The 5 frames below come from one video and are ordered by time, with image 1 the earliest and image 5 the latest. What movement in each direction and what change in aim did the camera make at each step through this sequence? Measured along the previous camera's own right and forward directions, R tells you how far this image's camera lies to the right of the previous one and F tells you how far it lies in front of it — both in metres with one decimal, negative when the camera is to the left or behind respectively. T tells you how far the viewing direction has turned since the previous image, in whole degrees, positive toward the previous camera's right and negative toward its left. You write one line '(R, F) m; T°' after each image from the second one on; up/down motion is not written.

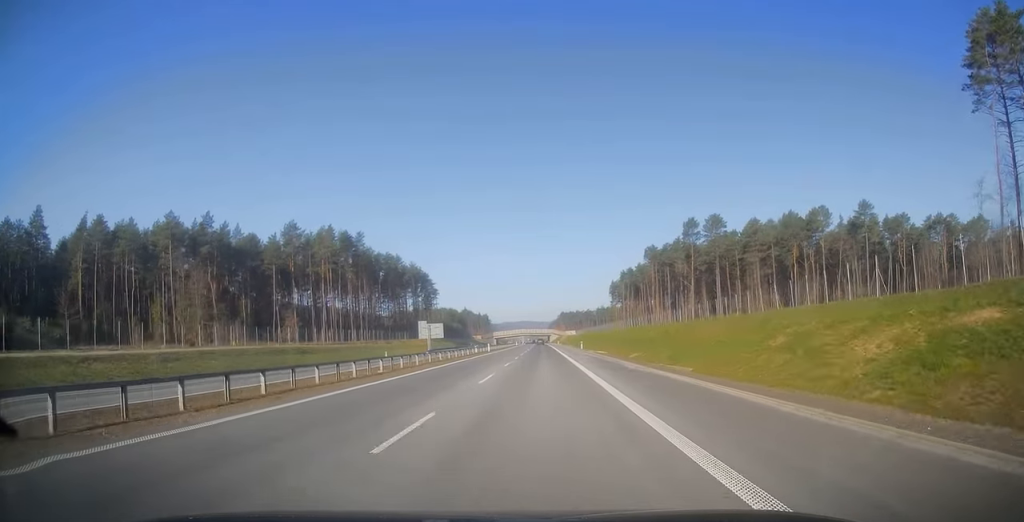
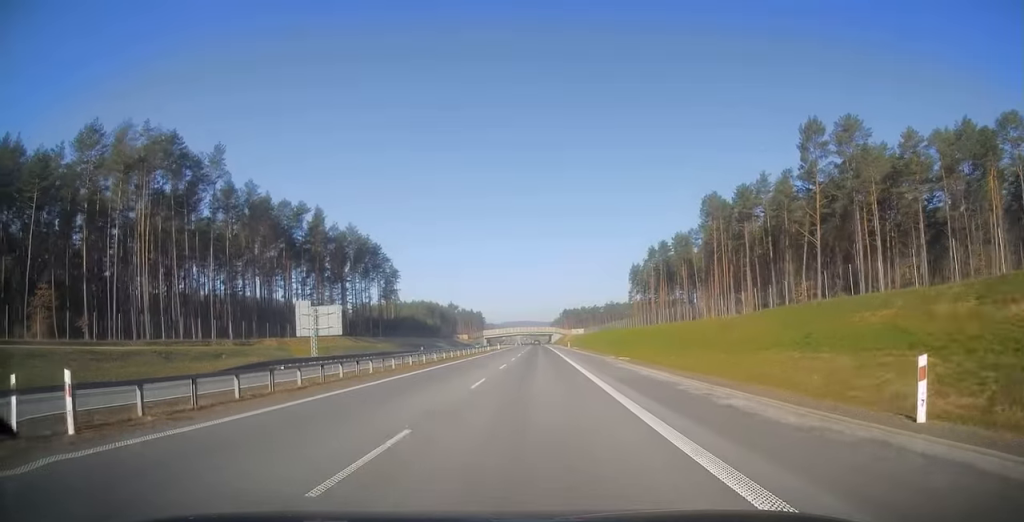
(-0.4, +73.5) m; 0°
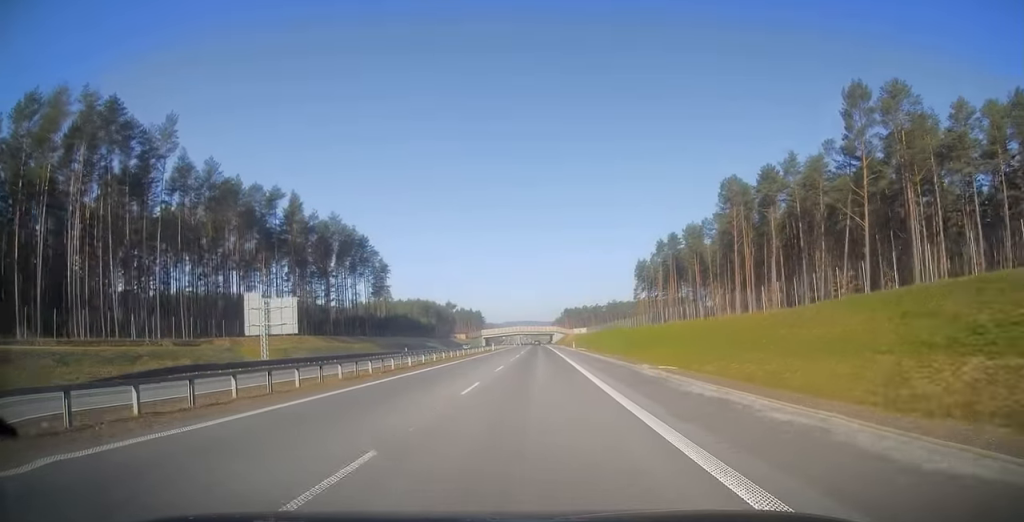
(-0.1, +13.6) m; 0°
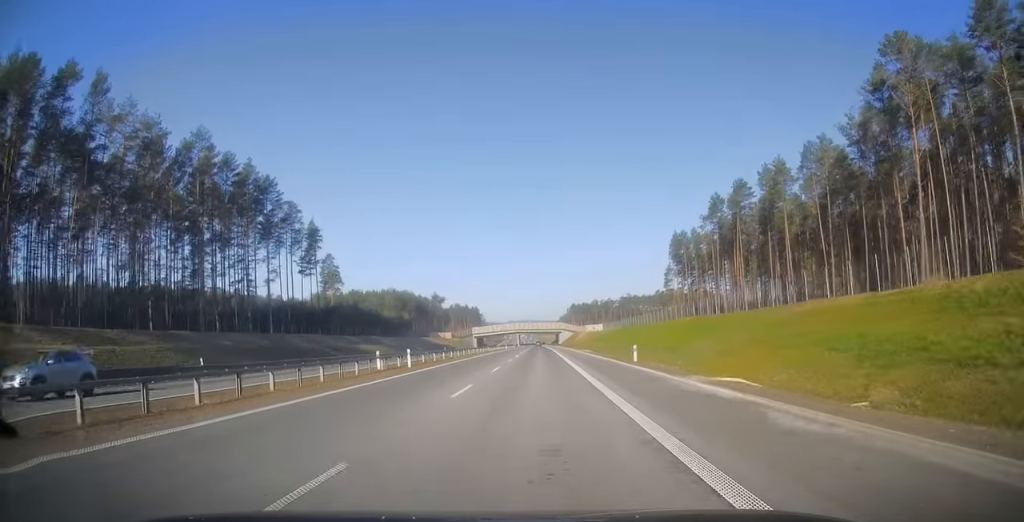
(0.0, +60.4) m; -1°
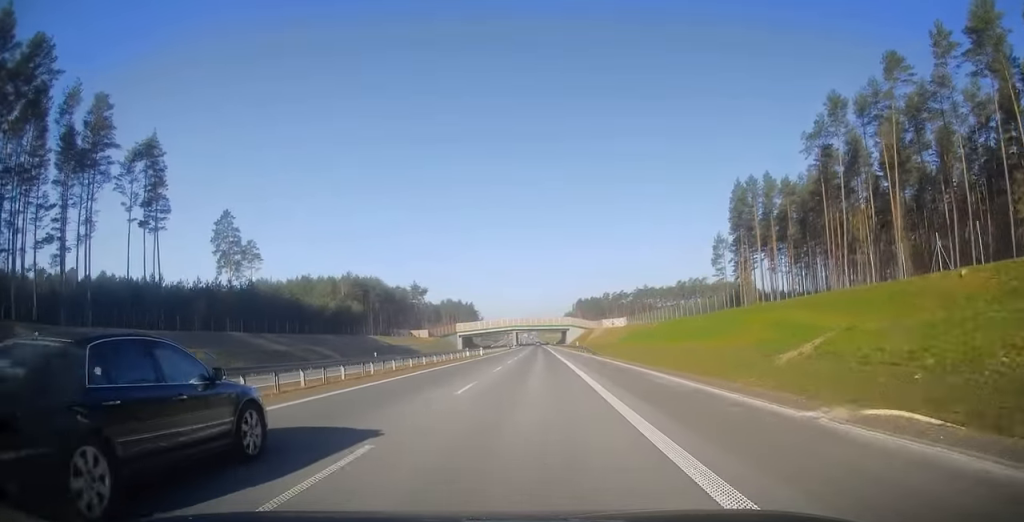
(0.0, +58.3) m; 0°
